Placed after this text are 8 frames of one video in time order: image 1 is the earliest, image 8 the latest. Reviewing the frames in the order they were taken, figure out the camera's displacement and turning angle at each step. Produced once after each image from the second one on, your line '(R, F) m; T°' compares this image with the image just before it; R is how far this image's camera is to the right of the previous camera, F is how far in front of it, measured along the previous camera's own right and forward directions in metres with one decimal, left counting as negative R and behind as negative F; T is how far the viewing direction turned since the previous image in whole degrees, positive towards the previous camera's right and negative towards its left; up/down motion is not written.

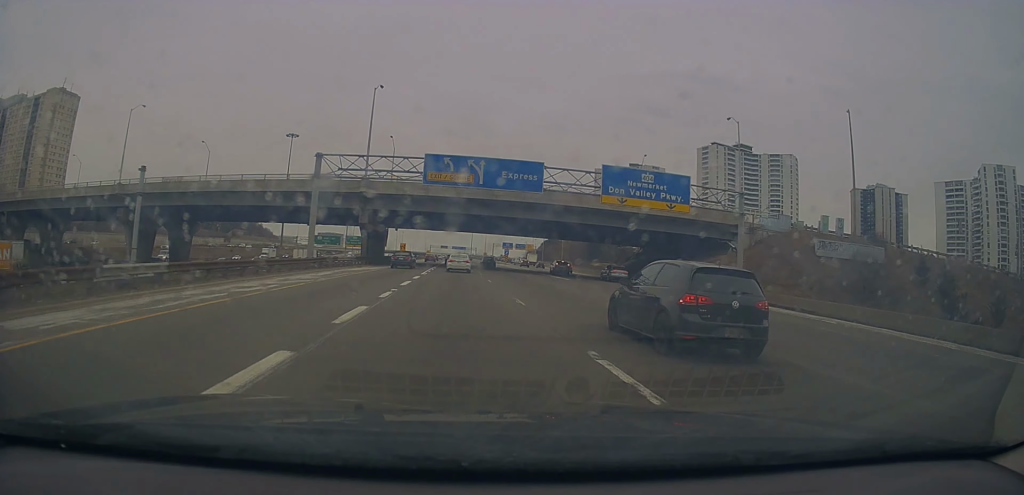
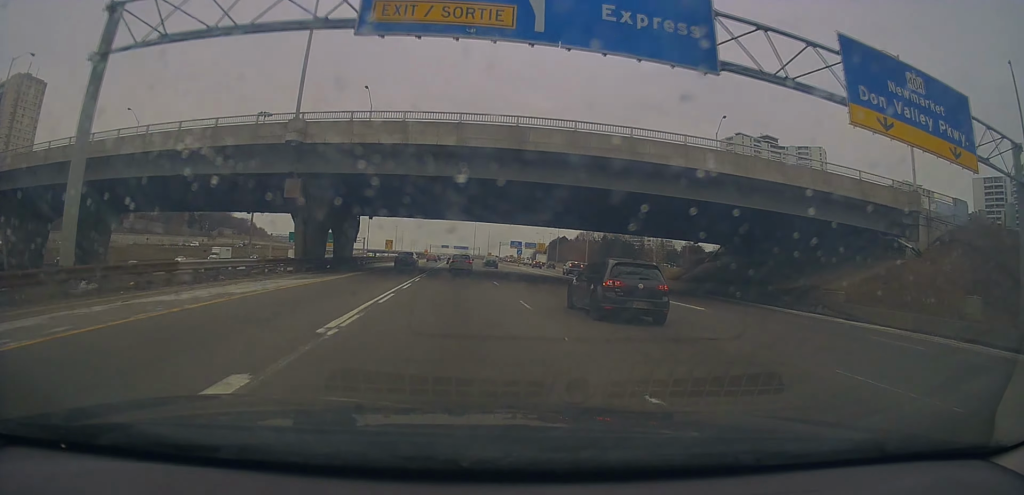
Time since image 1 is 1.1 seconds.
(+0.4, +25.7) m; +1°
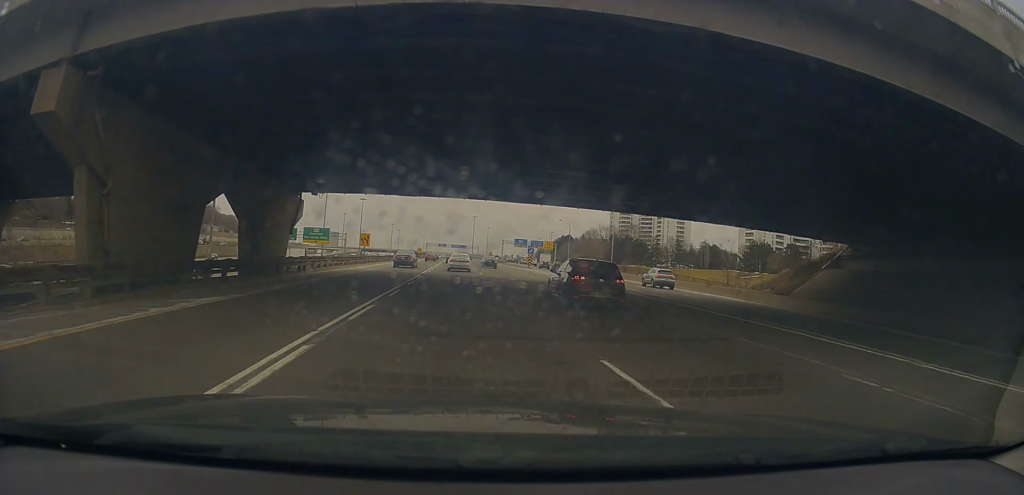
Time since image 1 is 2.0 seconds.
(0.0, +20.6) m; -1°
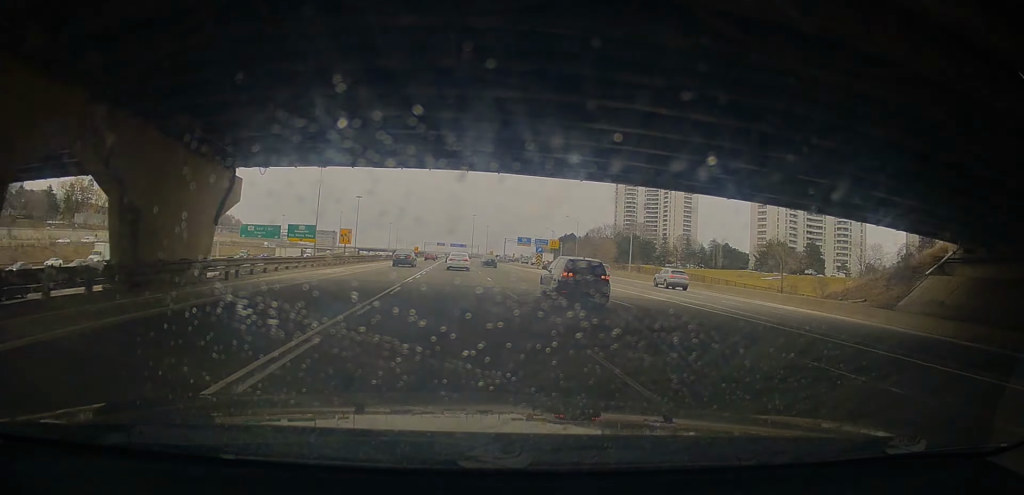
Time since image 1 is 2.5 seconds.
(0.0, +11.2) m; -1°
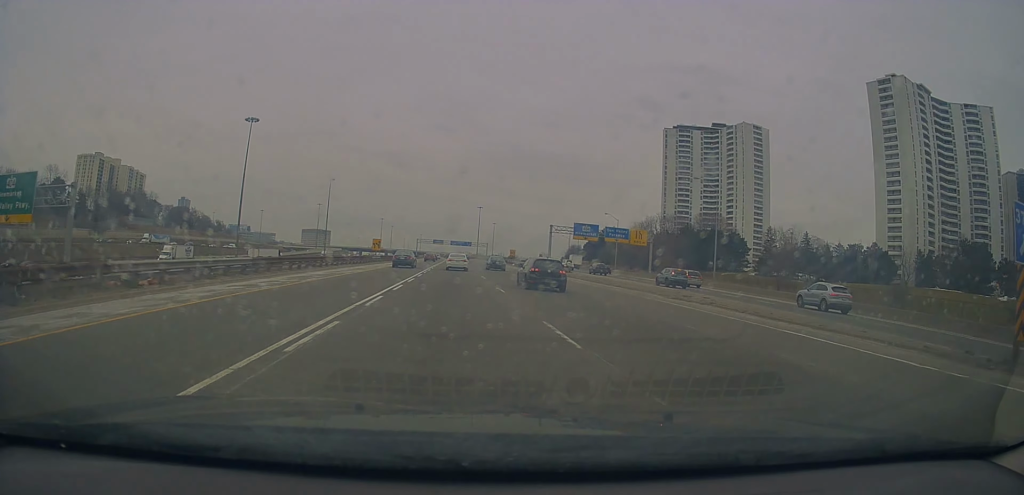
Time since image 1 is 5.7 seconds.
(+0.7, +78.4) m; +1°
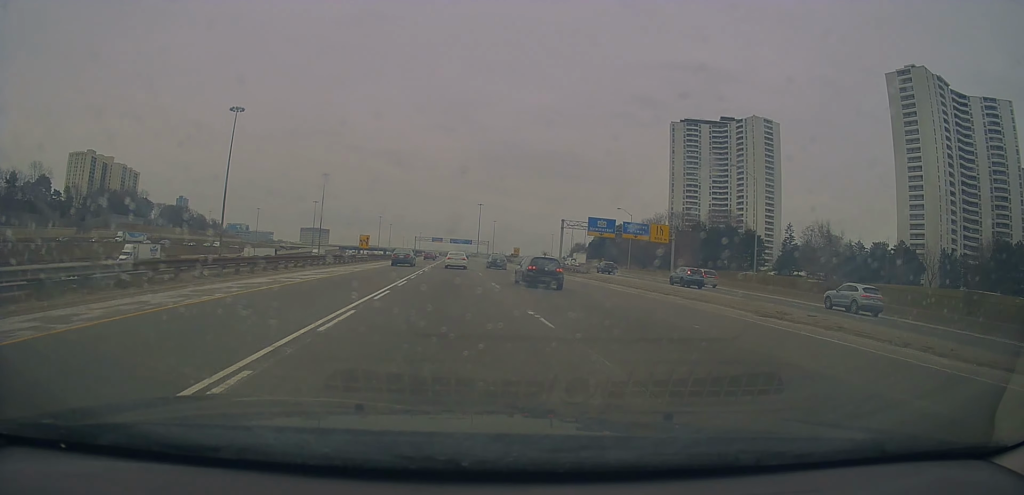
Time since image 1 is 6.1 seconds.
(+0.4, +10.1) m; +1°
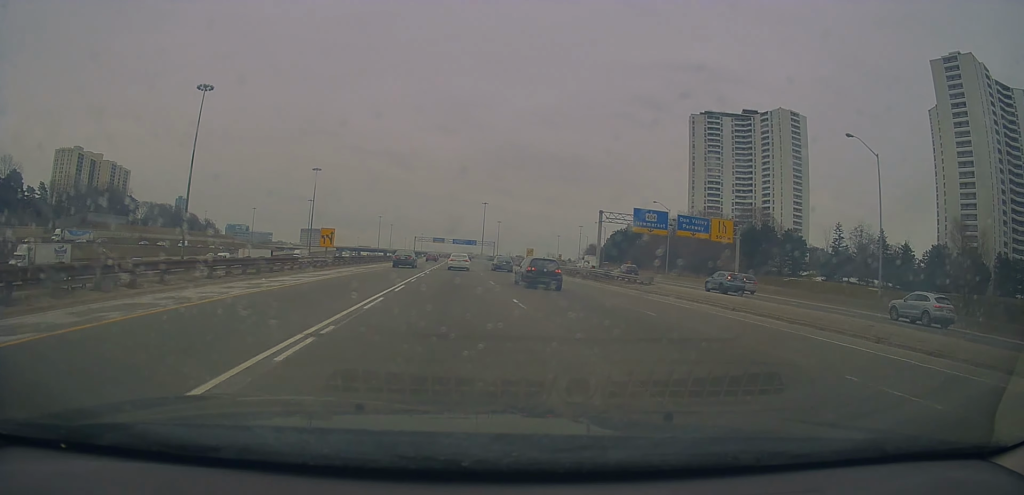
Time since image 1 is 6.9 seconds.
(+0.3, +20.3) m; 0°
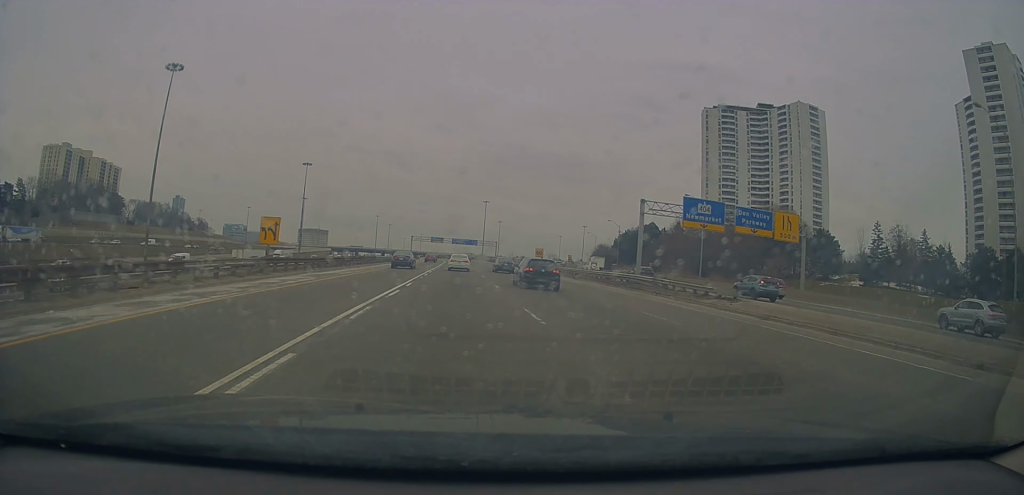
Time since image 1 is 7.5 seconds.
(-0.2, +14.5) m; -1°
